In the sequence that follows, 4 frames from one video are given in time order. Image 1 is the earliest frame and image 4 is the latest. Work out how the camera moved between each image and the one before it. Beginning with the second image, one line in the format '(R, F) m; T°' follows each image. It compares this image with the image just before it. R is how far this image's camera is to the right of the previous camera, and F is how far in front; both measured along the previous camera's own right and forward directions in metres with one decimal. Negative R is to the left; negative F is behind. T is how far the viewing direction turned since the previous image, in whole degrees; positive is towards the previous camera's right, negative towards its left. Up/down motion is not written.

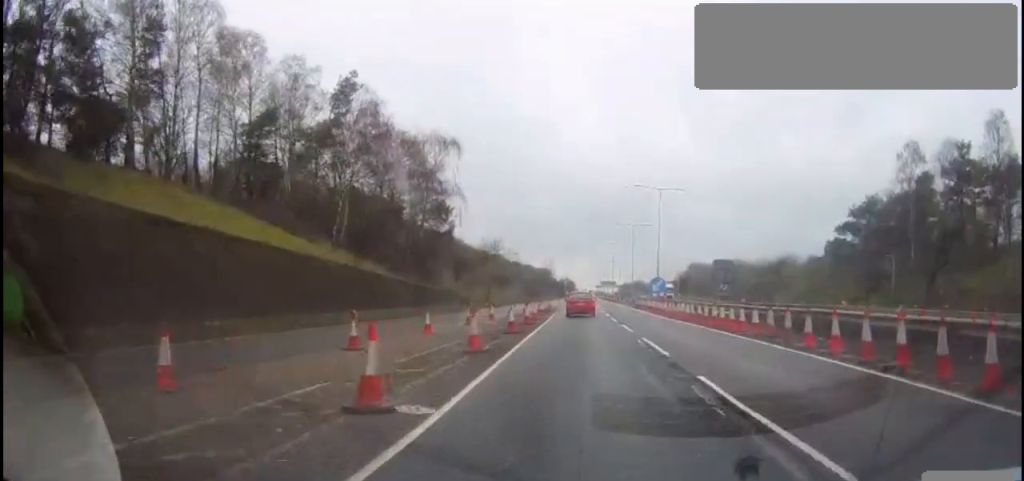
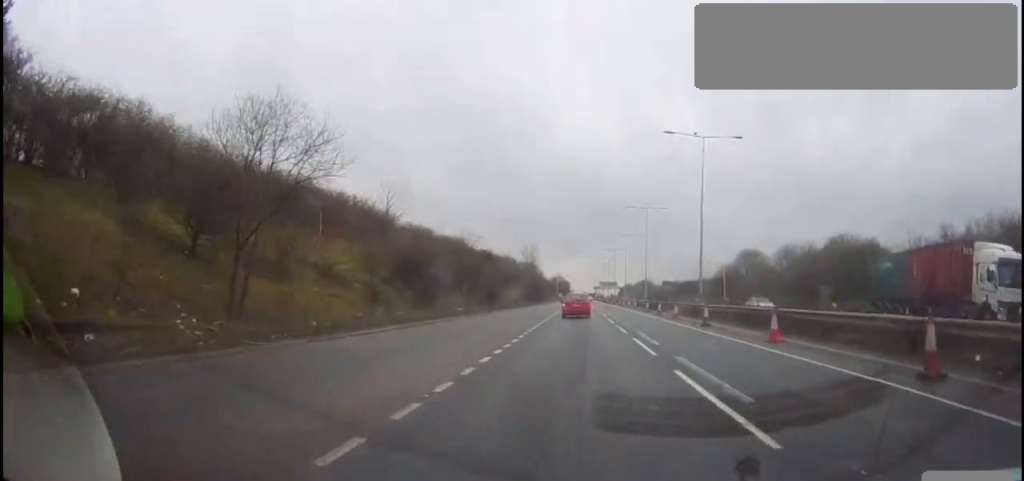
(+0.4, +59.2) m; +2°
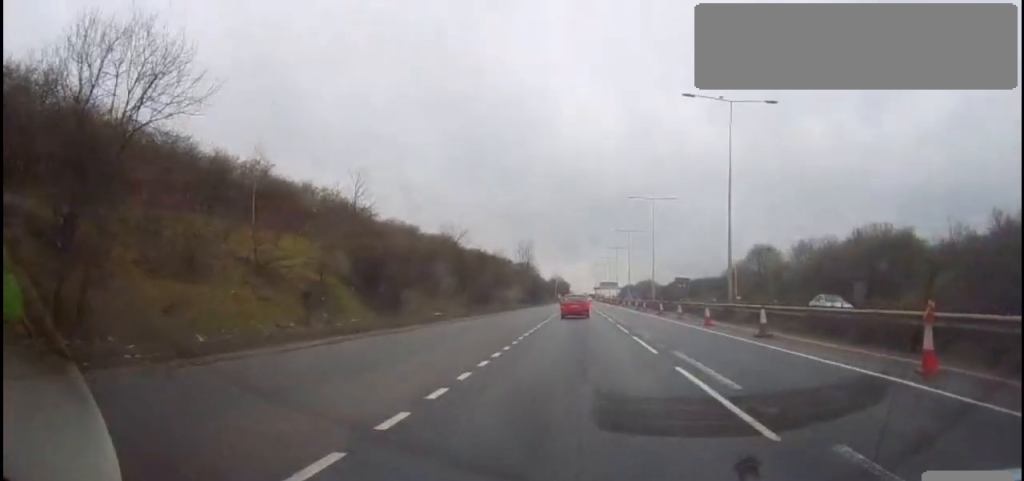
(0.0, +9.1) m; 0°
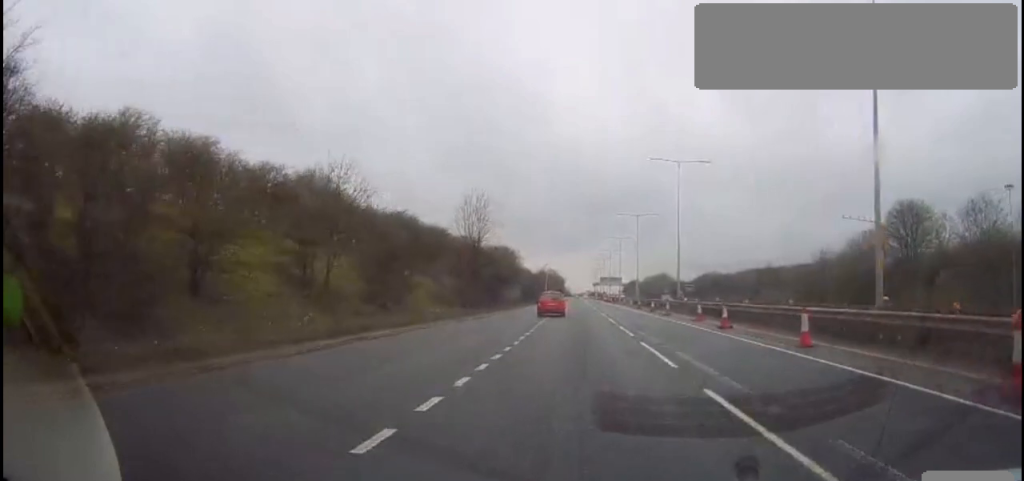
(-1.3, +54.4) m; -1°
